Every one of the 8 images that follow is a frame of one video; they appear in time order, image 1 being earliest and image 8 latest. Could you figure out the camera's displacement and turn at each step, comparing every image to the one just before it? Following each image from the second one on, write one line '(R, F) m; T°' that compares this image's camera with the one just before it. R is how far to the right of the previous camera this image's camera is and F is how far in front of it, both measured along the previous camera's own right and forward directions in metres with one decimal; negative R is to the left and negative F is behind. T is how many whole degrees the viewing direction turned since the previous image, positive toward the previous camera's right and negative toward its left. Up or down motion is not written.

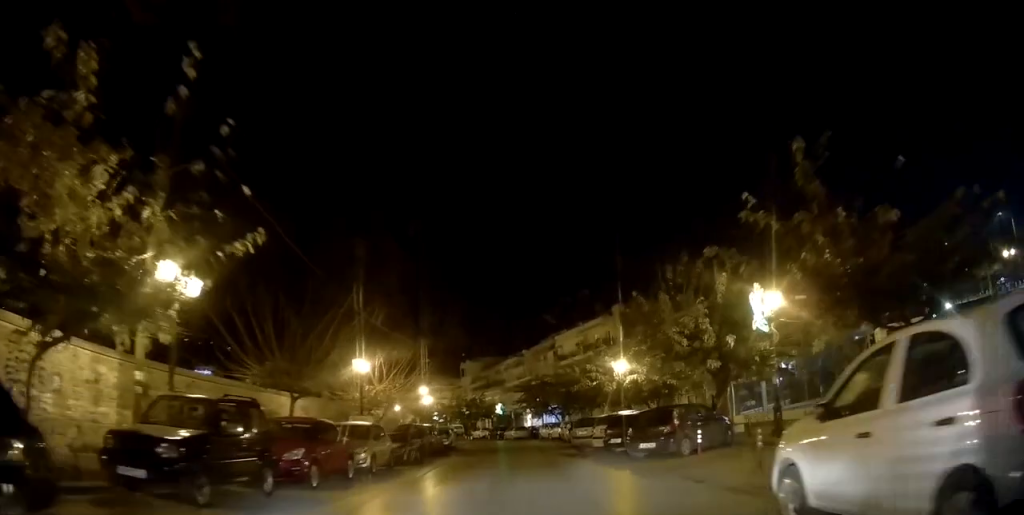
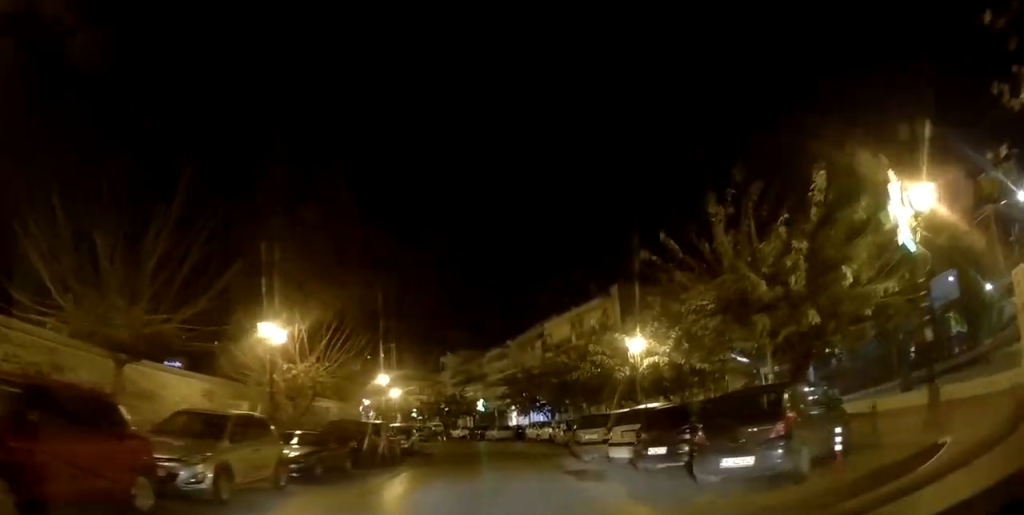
(+0.4, +7.7) m; +1°
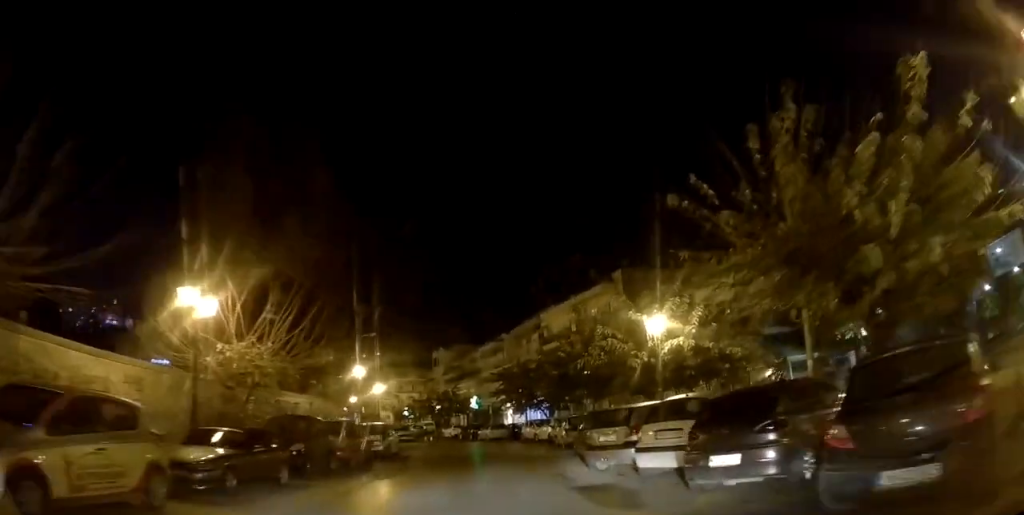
(0.0, +4.1) m; -1°
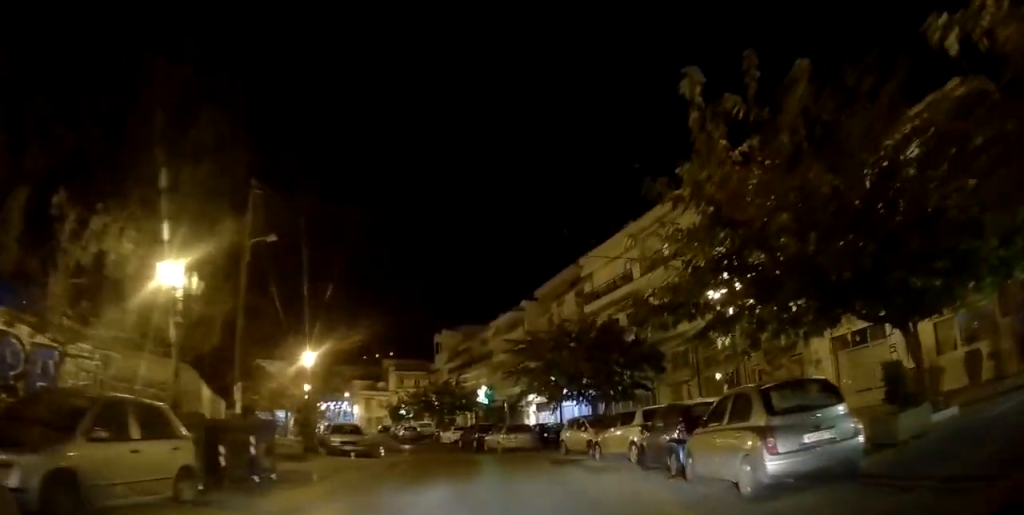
(-1.0, +17.8) m; -4°
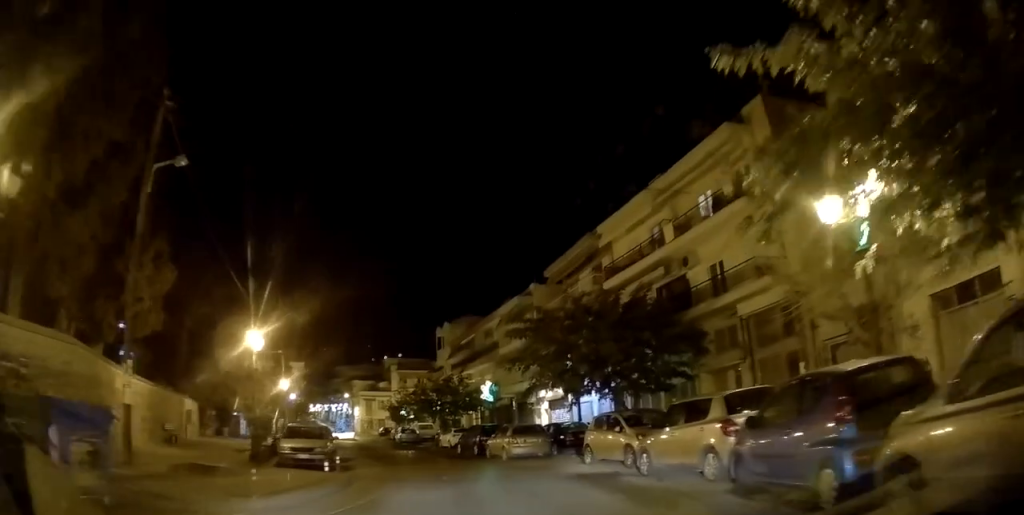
(0.0, +5.6) m; -2°
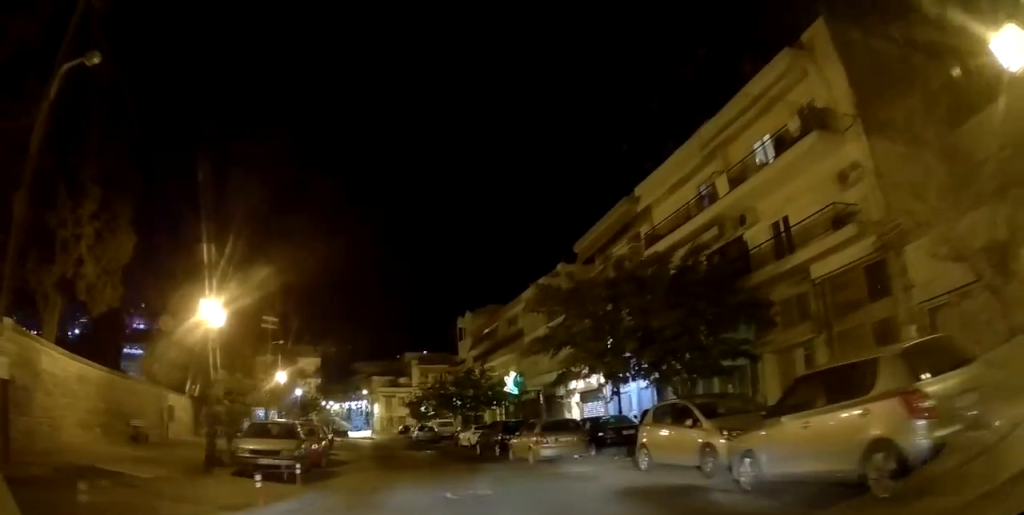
(0.0, +4.1) m; -2°
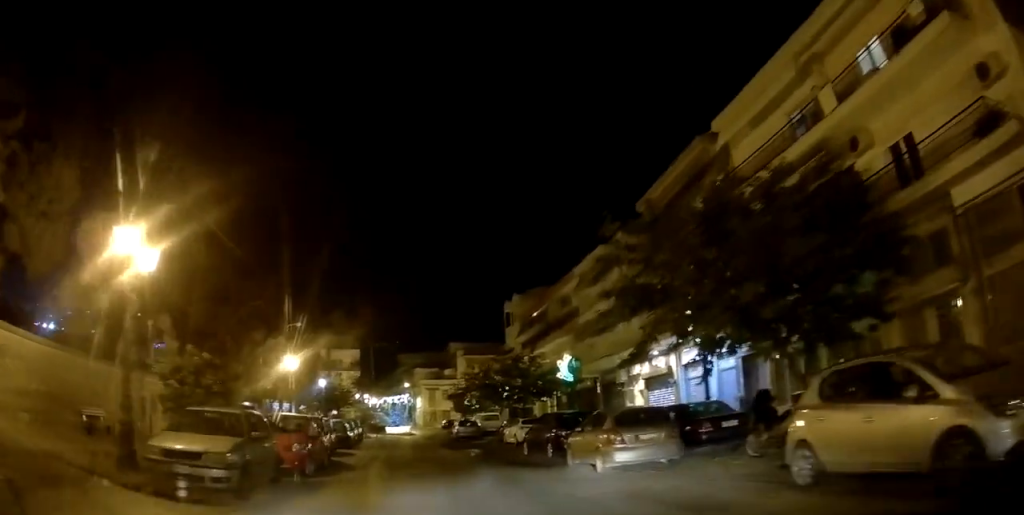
(-0.2, +5.2) m; -2°
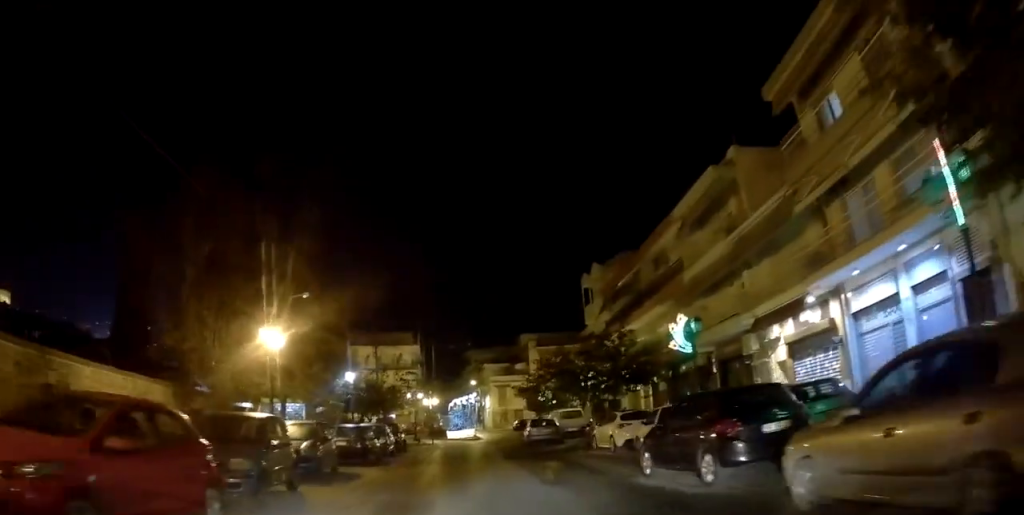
(-0.1, +9.3) m; -2°
